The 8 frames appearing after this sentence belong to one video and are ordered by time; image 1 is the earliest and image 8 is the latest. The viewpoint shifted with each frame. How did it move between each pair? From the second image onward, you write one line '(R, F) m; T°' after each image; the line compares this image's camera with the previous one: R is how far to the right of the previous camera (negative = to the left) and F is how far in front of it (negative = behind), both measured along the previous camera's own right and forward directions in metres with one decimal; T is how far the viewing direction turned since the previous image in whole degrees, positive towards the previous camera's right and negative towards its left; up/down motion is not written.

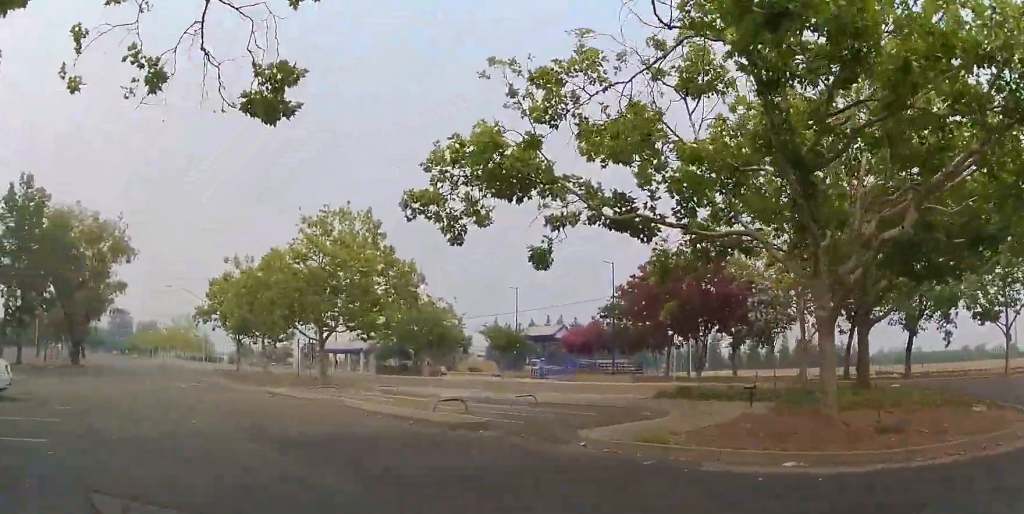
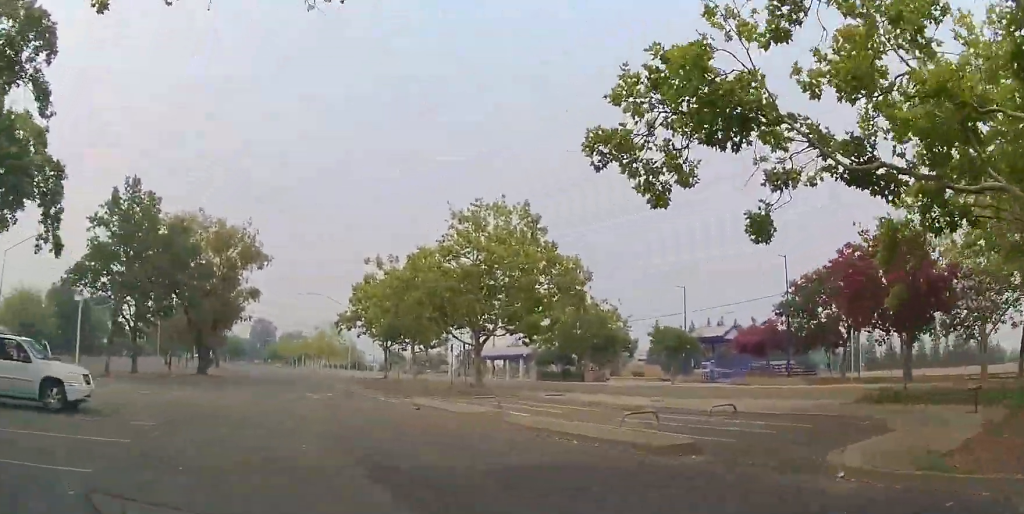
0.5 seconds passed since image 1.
(0.0, +2.6) m; -14°
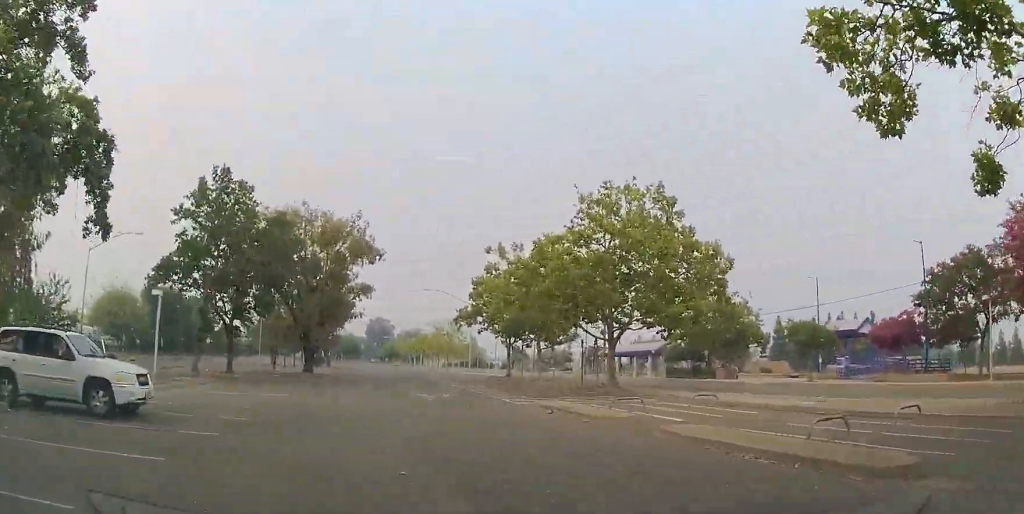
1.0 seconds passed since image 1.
(-0.6, +2.3) m; -10°
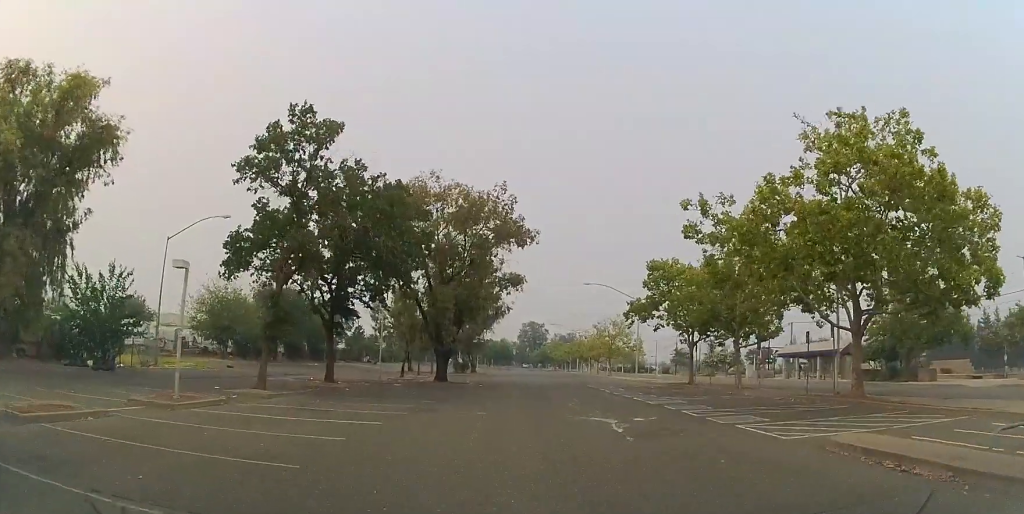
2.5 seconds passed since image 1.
(-1.6, +8.0) m; -19°
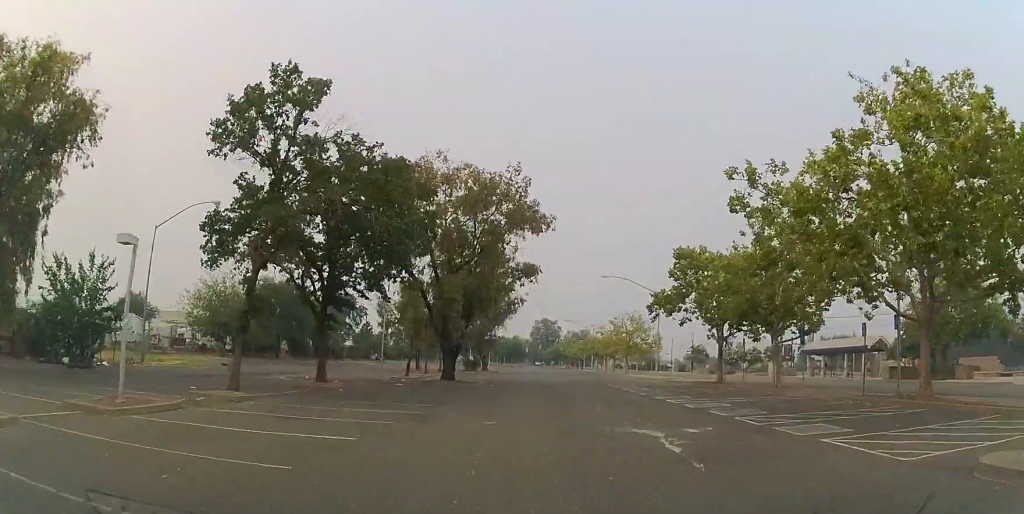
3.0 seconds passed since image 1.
(-0.3, +3.1) m; 0°
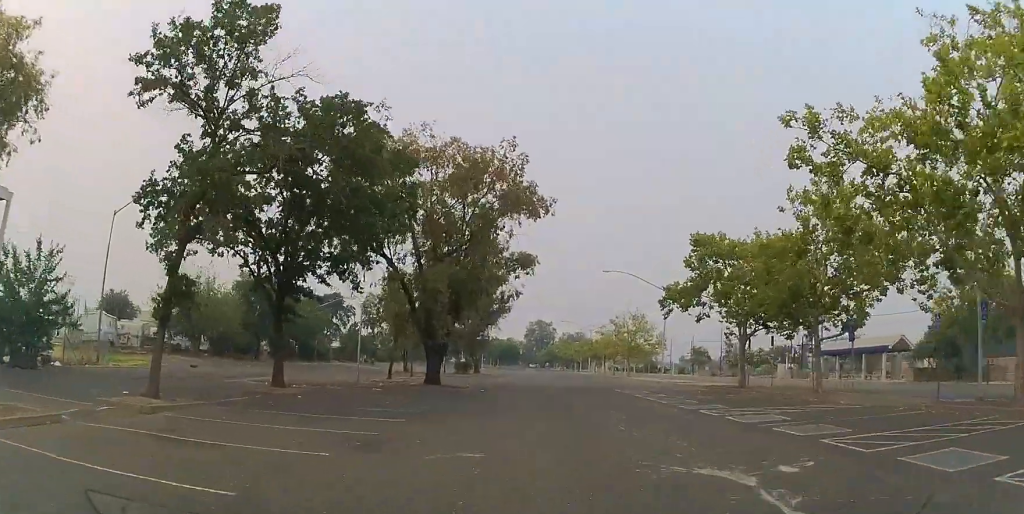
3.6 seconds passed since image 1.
(-0.2, +4.2) m; 0°
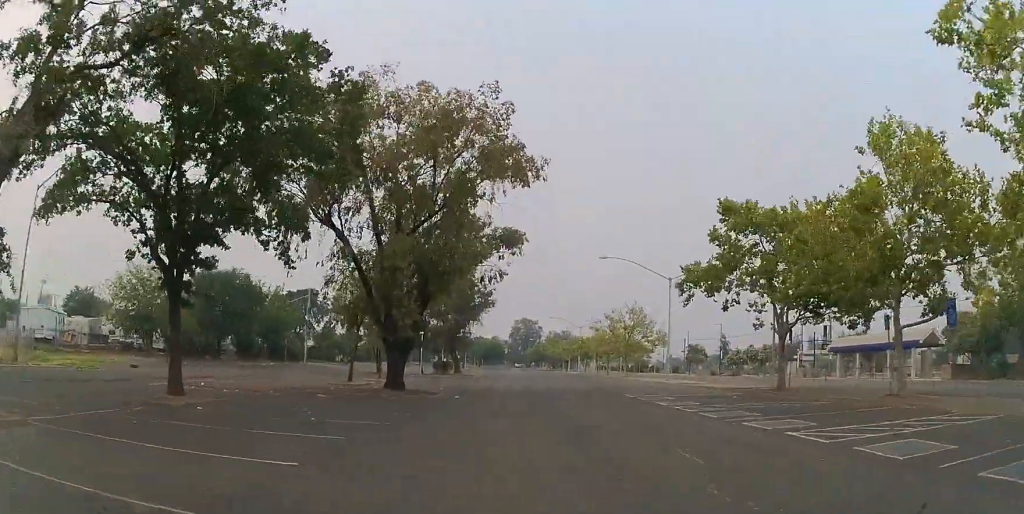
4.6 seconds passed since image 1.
(+0.4, +6.4) m; +2°
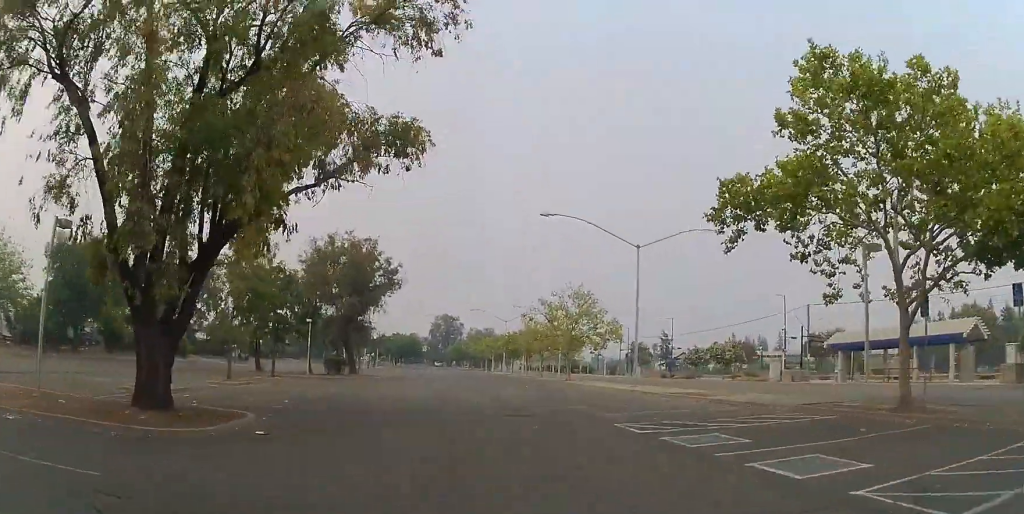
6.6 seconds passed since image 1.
(+0.2, +13.2) m; +4°
